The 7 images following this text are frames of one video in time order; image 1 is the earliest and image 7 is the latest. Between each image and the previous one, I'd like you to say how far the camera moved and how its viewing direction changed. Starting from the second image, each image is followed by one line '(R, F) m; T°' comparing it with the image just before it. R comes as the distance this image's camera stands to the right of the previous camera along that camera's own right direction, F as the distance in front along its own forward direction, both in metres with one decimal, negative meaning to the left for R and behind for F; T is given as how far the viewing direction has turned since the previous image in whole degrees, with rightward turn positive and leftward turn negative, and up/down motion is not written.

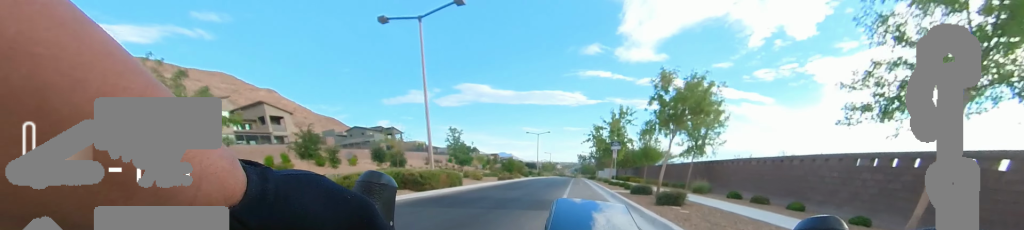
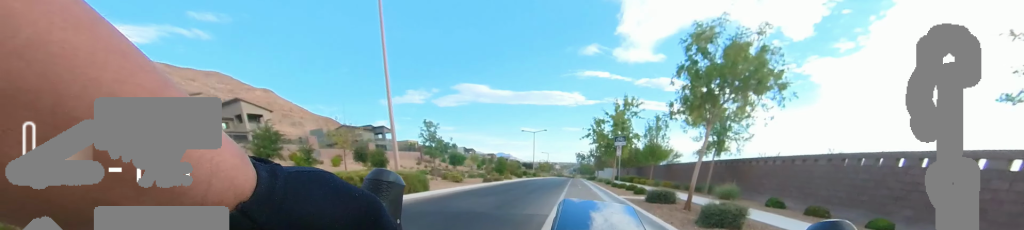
(0.0, +3.3) m; 0°
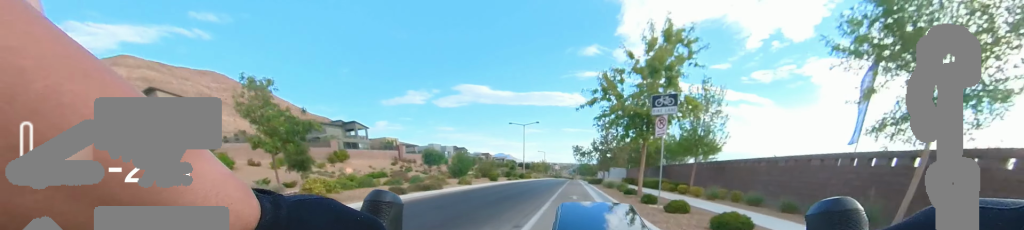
(0.0, +10.5) m; 0°
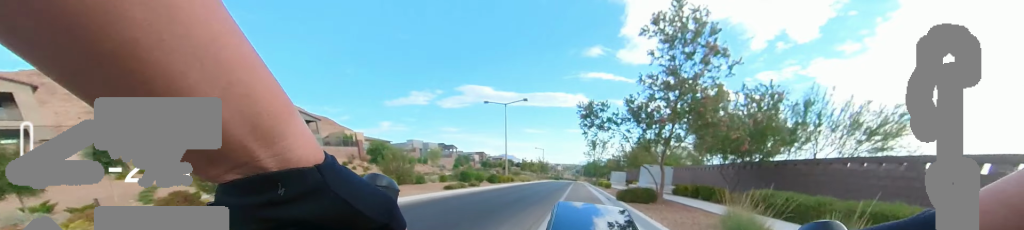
(0.0, +15.8) m; 0°
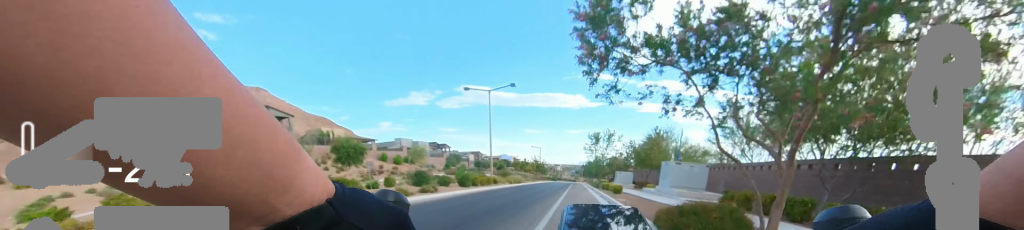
(0.0, +5.7) m; 0°
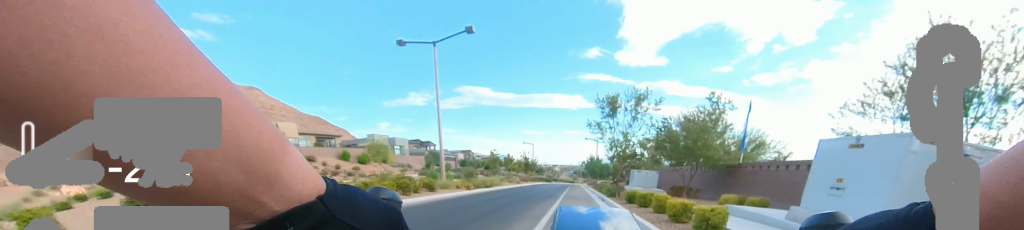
(0.0, +10.9) m; -1°
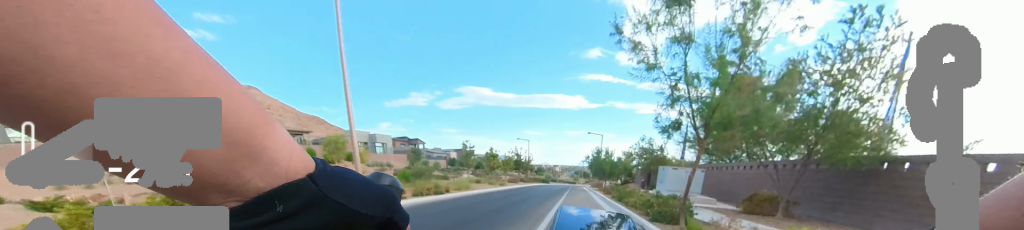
(-0.1, +8.4) m; -4°
